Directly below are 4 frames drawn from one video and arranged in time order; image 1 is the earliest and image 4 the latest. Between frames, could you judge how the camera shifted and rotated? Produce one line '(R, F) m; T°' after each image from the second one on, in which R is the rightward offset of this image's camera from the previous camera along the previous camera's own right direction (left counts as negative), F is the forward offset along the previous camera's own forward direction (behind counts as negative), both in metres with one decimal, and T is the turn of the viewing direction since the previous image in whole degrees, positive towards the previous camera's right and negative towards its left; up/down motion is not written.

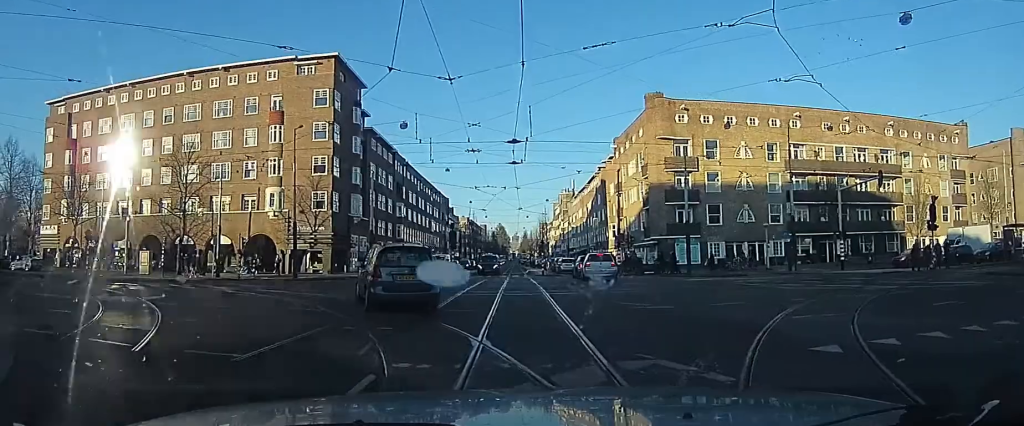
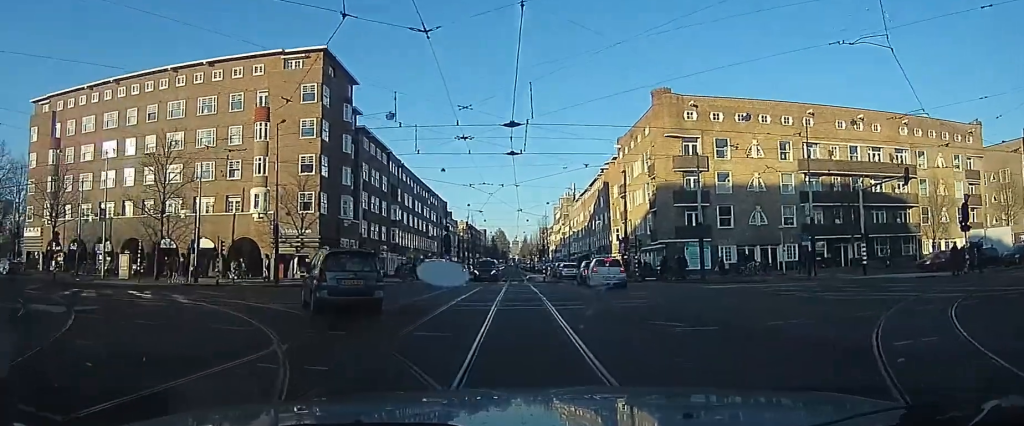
(-0.2, +2.9) m; -1°
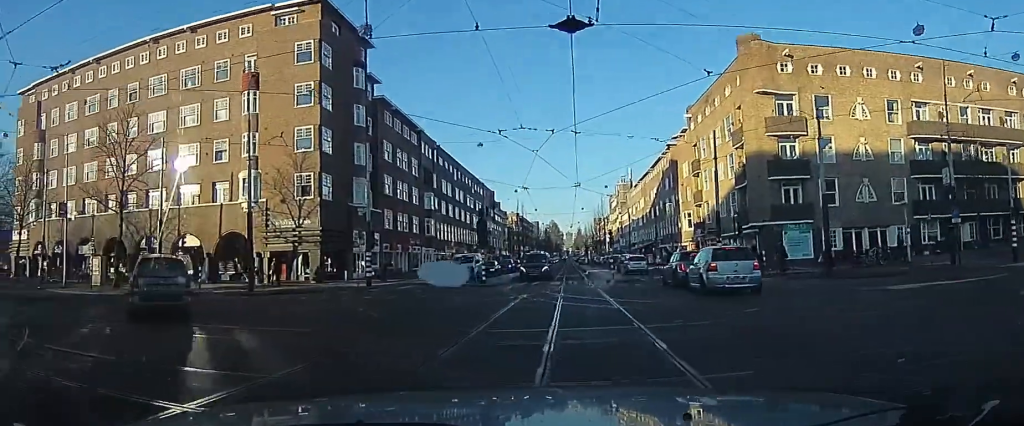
(0.0, +9.7) m; +3°
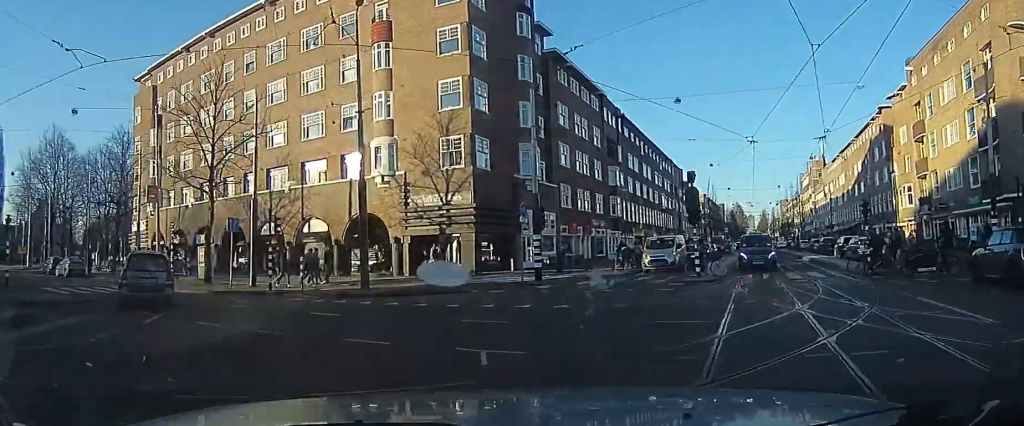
(-0.6, +8.8) m; -16°
